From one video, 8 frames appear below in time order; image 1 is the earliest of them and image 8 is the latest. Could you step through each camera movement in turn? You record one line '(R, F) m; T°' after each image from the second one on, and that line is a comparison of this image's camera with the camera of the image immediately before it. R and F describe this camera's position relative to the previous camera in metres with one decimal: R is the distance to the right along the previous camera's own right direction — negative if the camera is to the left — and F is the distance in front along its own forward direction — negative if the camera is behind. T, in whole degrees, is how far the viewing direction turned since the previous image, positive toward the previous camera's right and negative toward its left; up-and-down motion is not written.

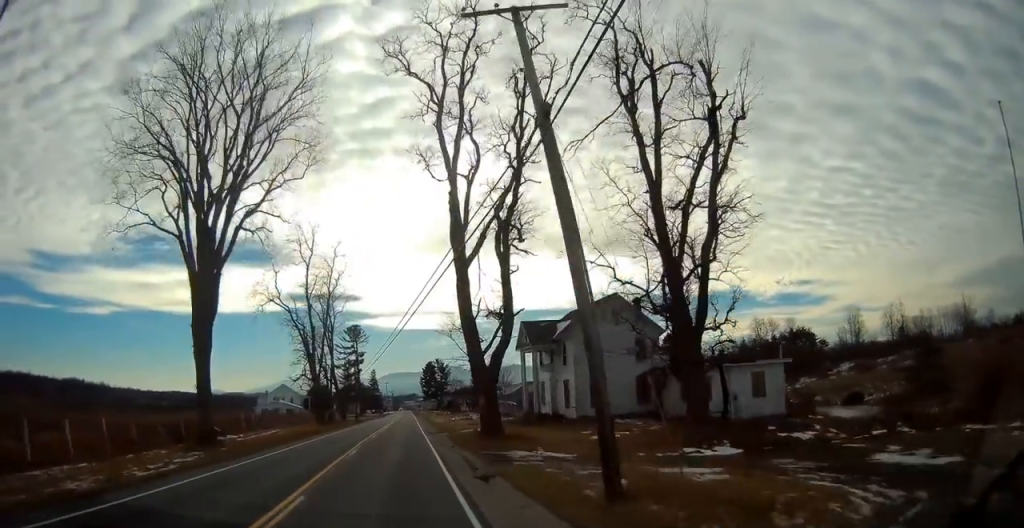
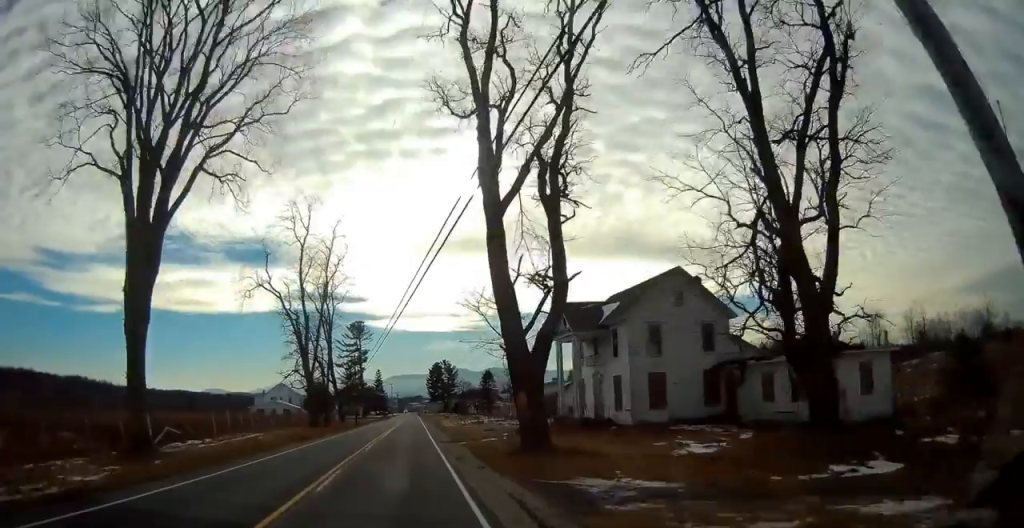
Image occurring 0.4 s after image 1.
(0.0, +8.4) m; 0°
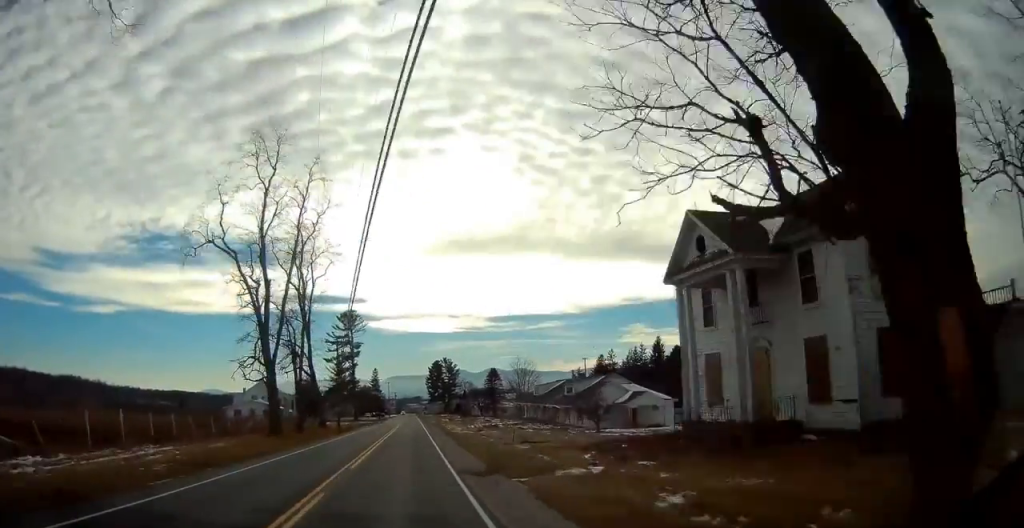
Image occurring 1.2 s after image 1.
(0.0, +16.0) m; -1°
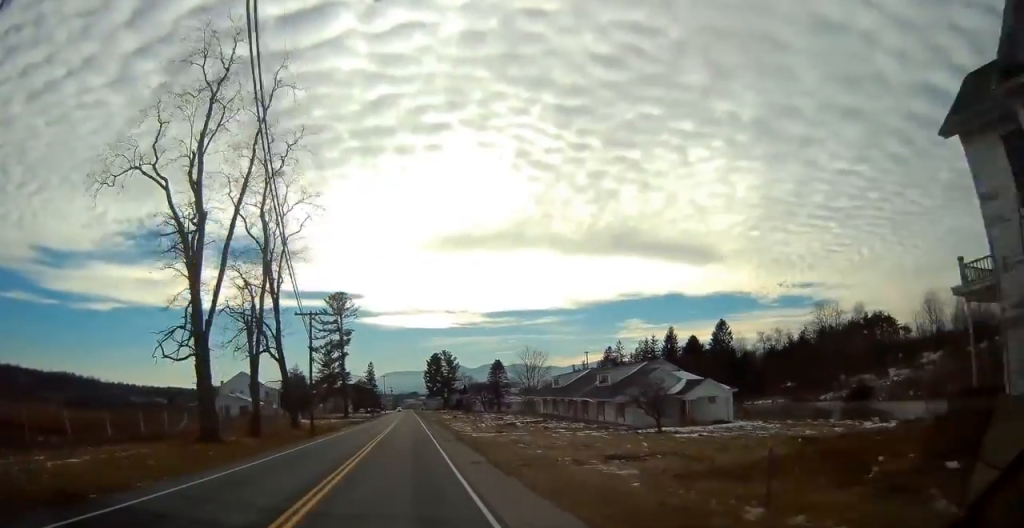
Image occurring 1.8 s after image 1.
(-0.2, +13.9) m; 0°
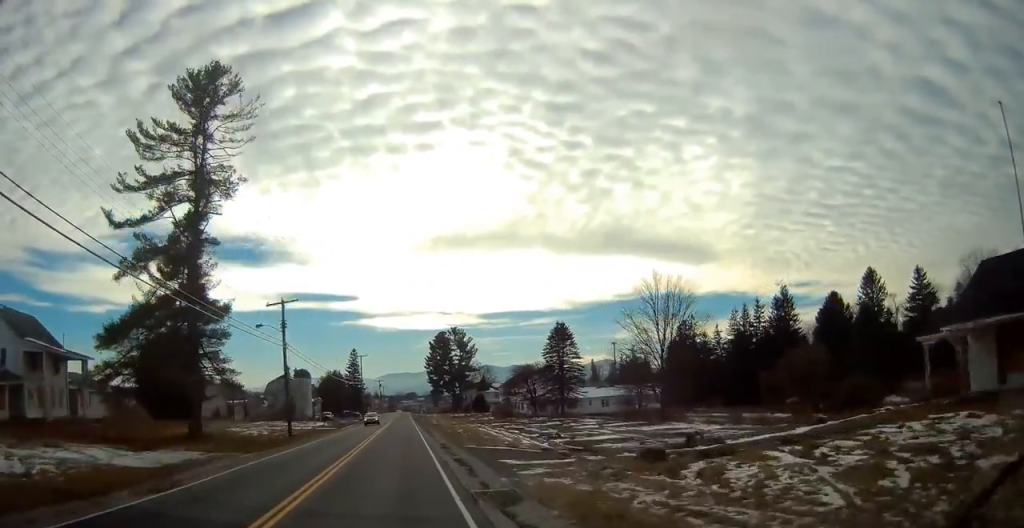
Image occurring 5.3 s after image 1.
(+0.8, +71.7) m; +1°
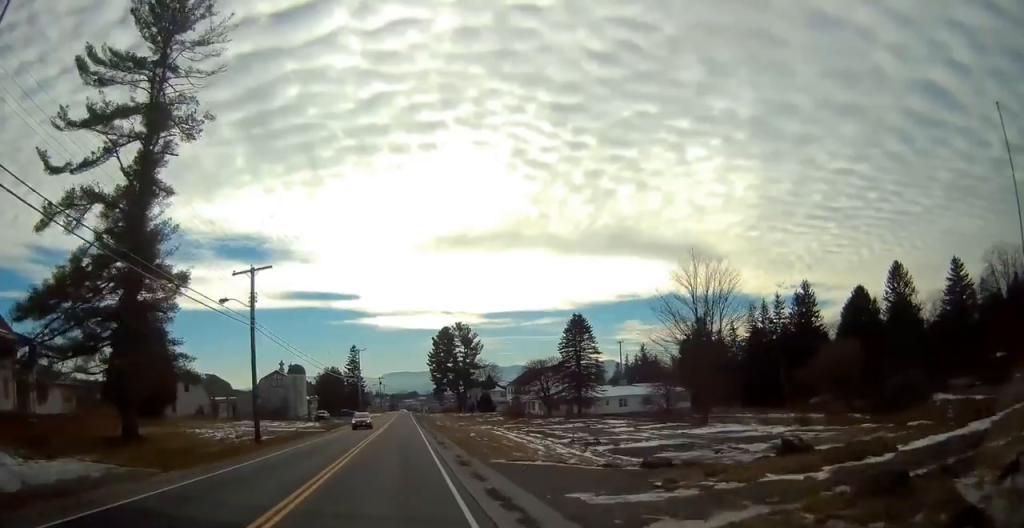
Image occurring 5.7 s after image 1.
(0.0, +8.3) m; 0°
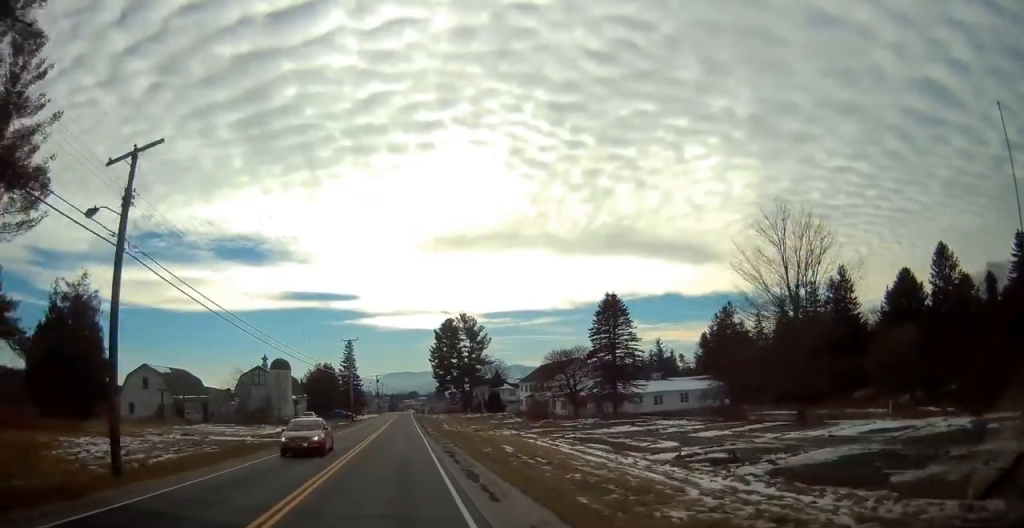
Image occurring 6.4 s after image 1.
(0.0, +14.6) m; 0°
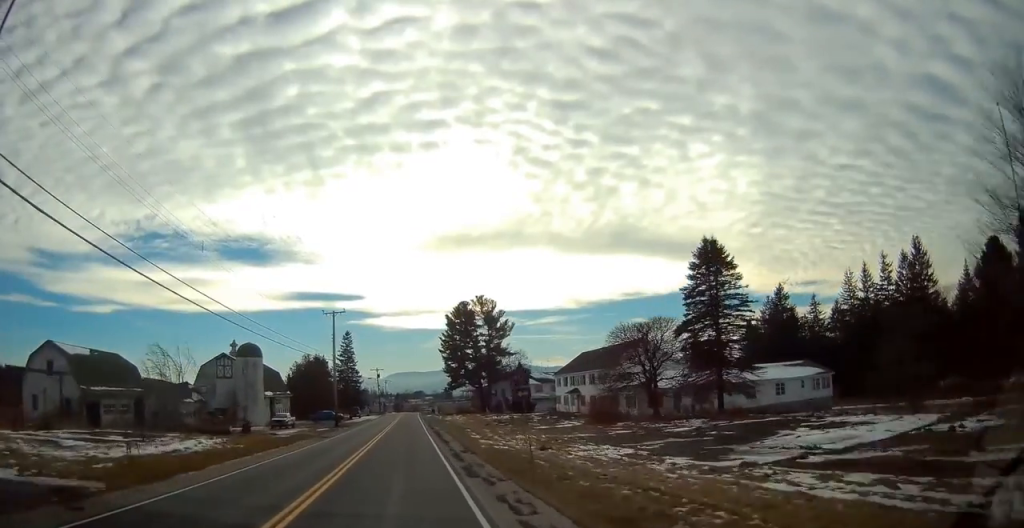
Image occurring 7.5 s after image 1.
(-0.2, +23.5) m; 0°
